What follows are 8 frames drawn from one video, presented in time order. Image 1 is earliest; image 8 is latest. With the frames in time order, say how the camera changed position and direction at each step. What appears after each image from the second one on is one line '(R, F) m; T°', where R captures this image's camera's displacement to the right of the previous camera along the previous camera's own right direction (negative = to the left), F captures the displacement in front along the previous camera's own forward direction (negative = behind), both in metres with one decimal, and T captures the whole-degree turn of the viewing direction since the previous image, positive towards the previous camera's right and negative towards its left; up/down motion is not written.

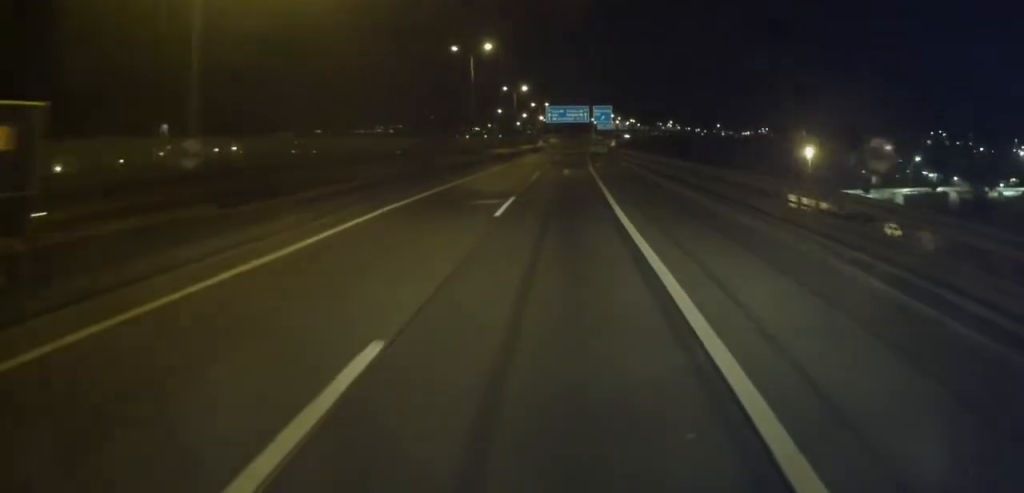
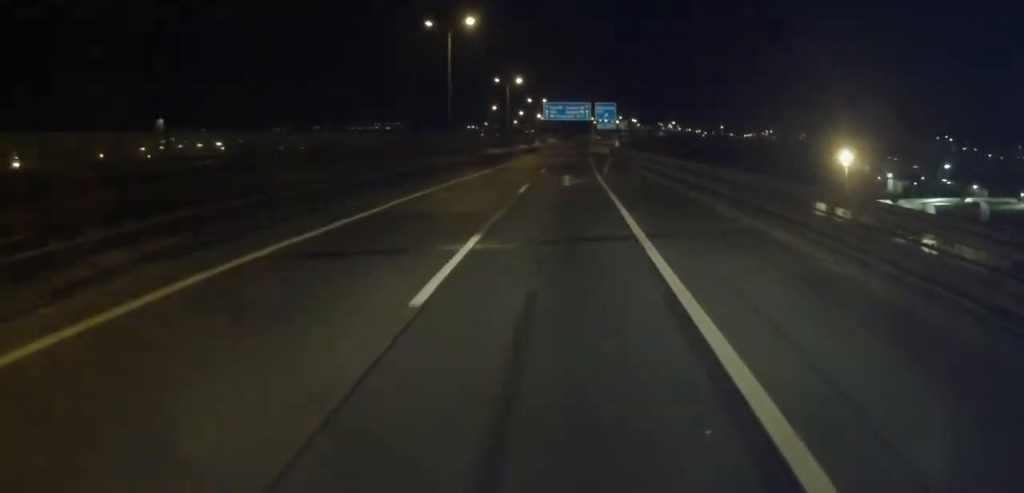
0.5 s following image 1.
(-0.1, +10.3) m; 0°
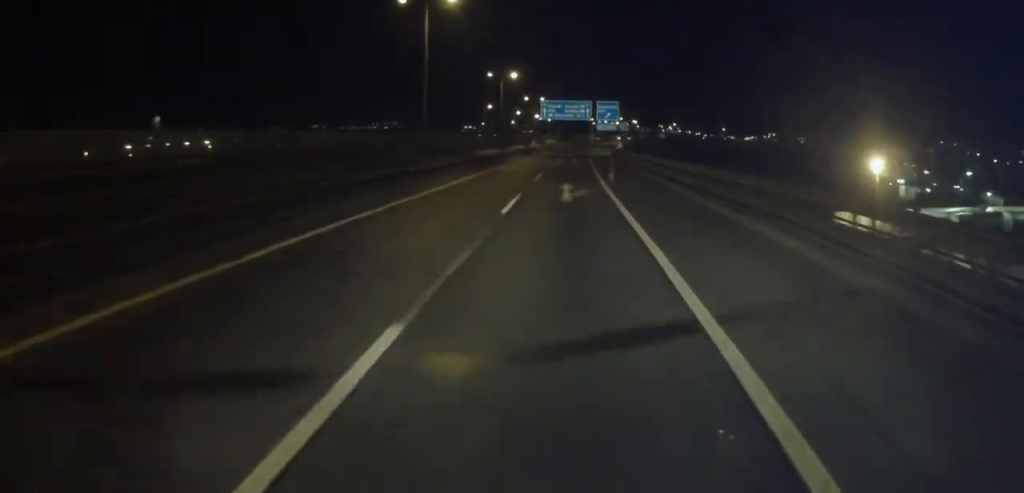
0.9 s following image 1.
(-0.1, +9.7) m; 0°
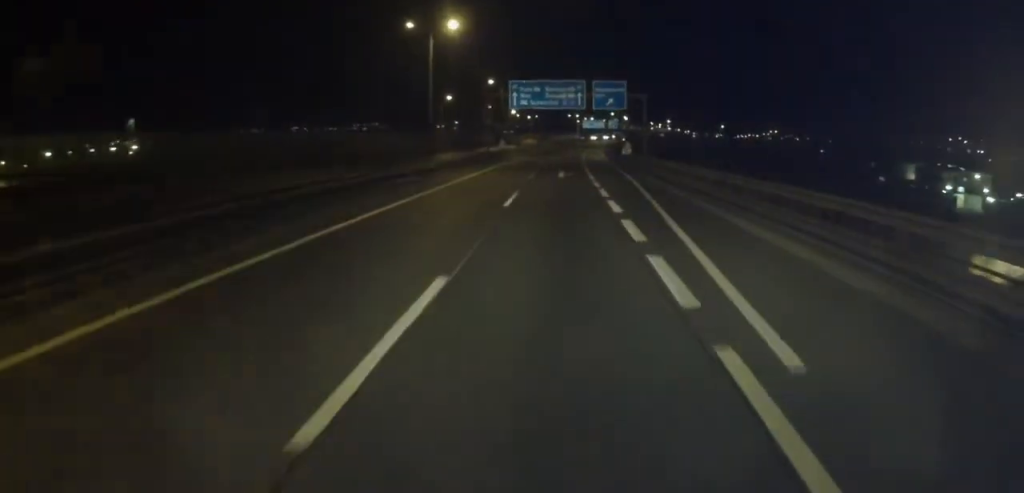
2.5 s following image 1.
(0.0, +31.0) m; +1°
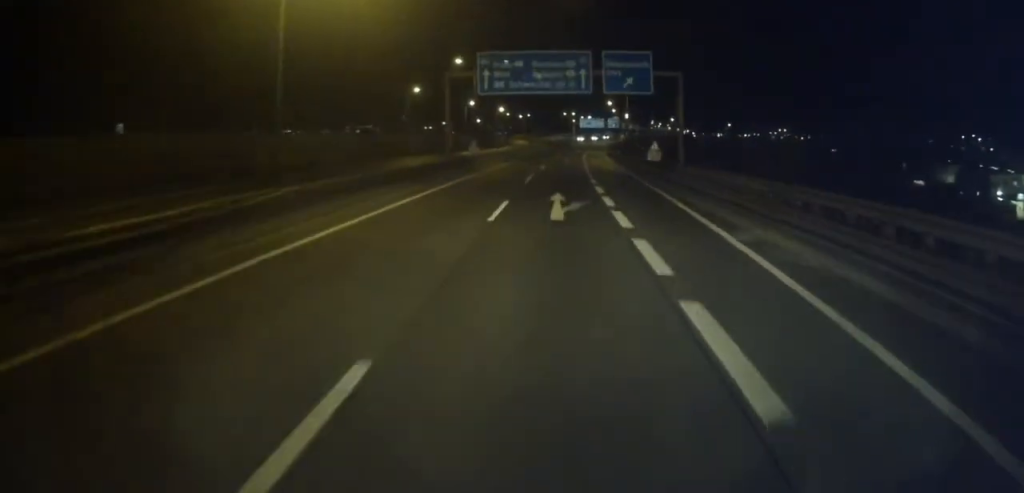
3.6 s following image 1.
(+0.3, +21.4) m; +1°
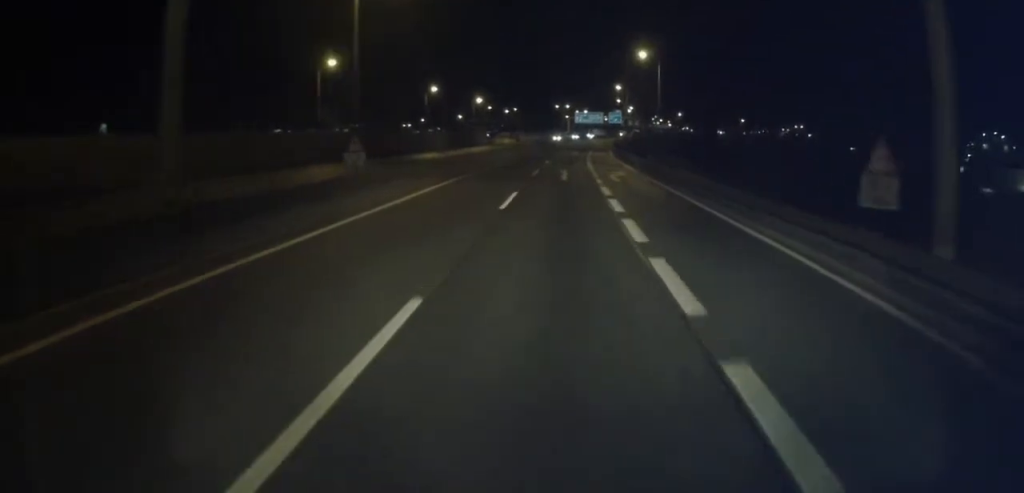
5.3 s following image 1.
(+0.5, +33.9) m; +2°
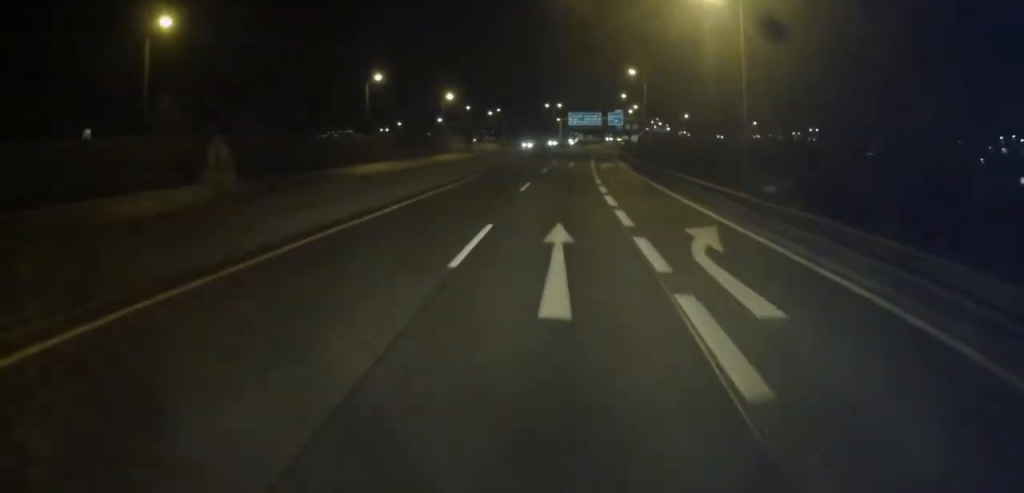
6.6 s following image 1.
(+0.2, +29.5) m; 0°
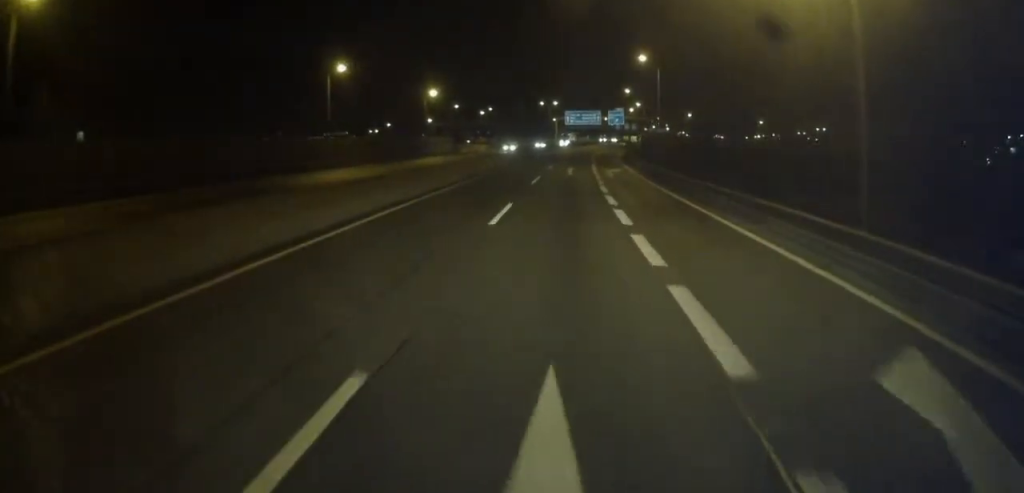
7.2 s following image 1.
(-0.1, +12.5) m; 0°
